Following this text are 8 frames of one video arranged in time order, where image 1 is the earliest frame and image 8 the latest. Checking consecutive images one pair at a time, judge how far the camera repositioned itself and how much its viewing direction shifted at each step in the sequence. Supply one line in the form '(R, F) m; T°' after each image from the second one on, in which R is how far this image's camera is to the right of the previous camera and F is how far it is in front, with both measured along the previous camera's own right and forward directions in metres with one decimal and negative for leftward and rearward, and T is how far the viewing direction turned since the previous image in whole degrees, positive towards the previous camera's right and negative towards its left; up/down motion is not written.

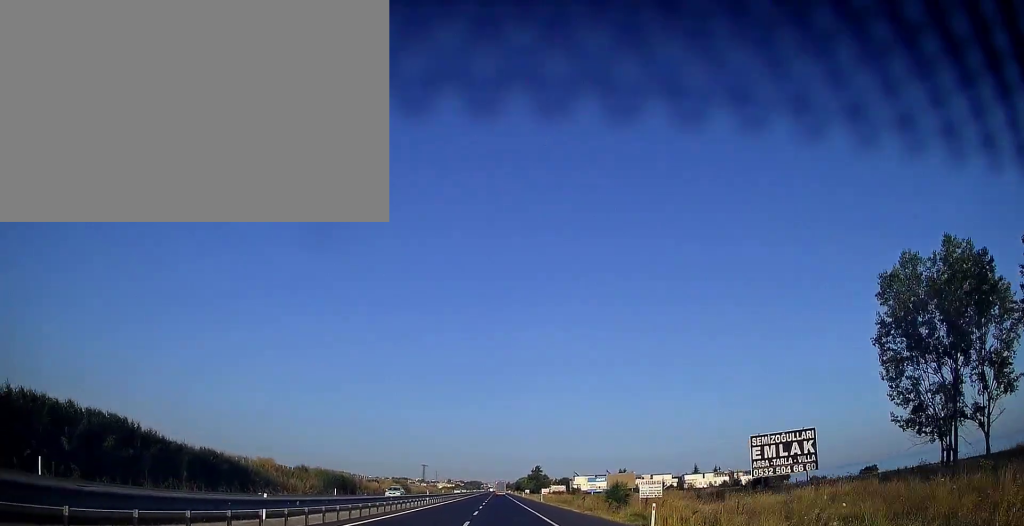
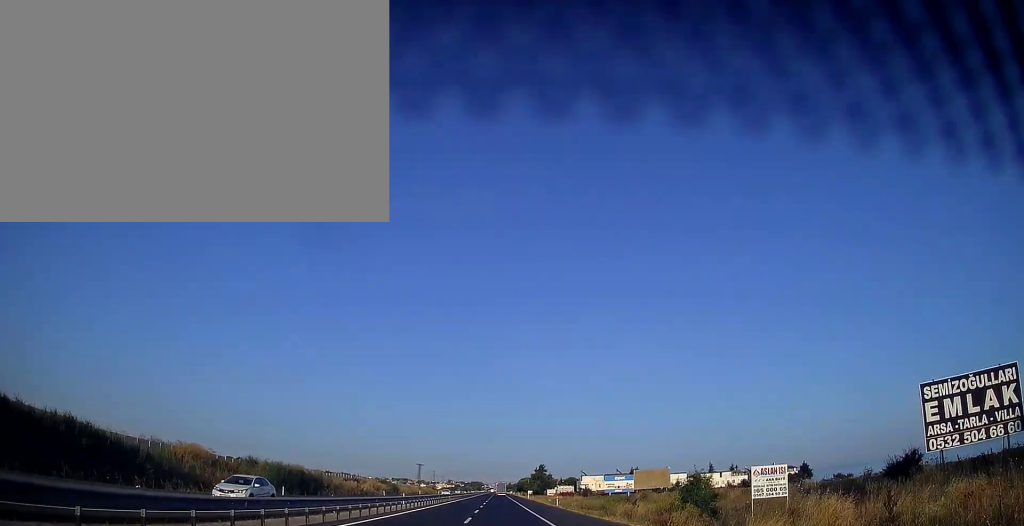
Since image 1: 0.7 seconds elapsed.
(0.0, +19.6) m; 0°
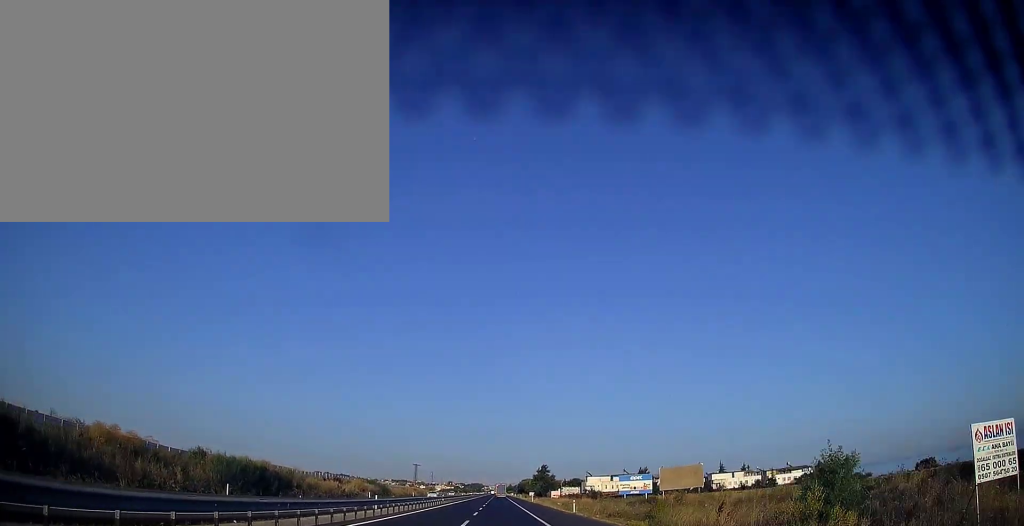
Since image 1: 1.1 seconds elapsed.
(+0.2, +12.7) m; 0°
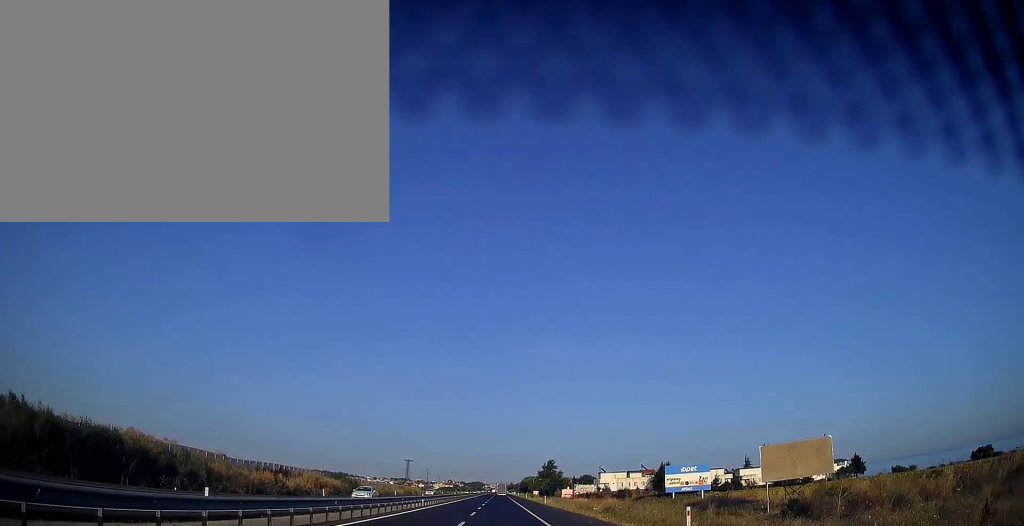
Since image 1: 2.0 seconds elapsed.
(0.0, +26.4) m; 0°
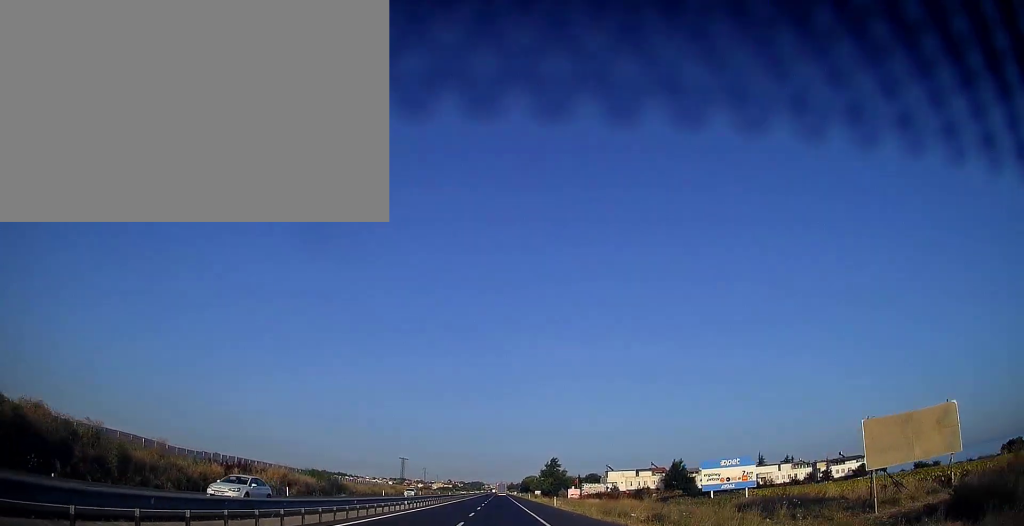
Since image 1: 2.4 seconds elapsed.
(-0.1, +12.7) m; 0°
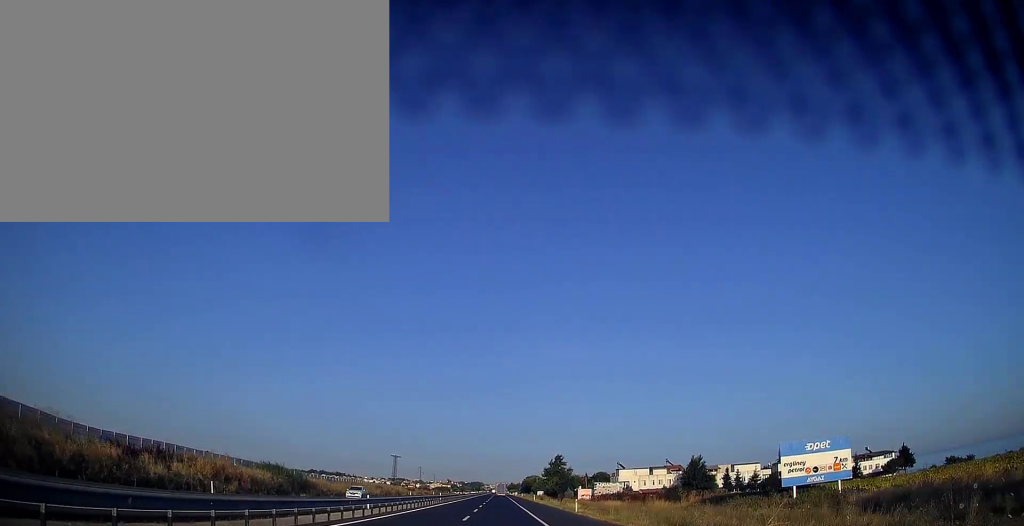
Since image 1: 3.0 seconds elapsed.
(0.0, +16.7) m; 0°
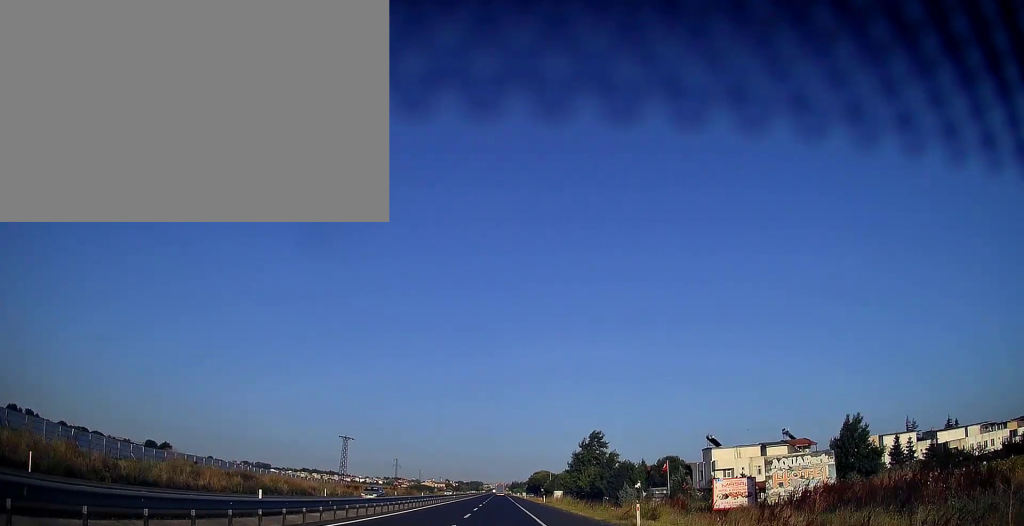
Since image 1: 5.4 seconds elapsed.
(+0.2, +70.6) m; 0°
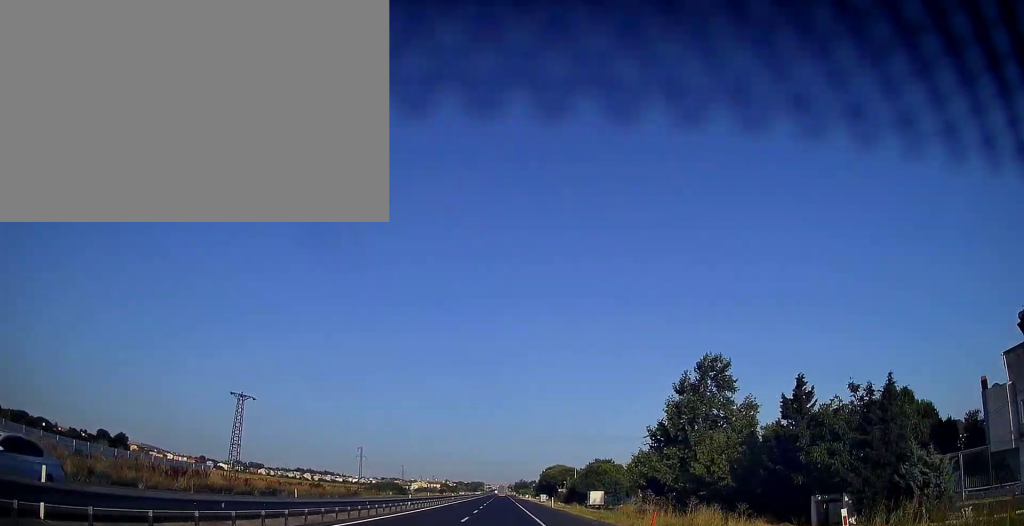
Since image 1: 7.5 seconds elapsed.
(-0.1, +61.8) m; +1°
